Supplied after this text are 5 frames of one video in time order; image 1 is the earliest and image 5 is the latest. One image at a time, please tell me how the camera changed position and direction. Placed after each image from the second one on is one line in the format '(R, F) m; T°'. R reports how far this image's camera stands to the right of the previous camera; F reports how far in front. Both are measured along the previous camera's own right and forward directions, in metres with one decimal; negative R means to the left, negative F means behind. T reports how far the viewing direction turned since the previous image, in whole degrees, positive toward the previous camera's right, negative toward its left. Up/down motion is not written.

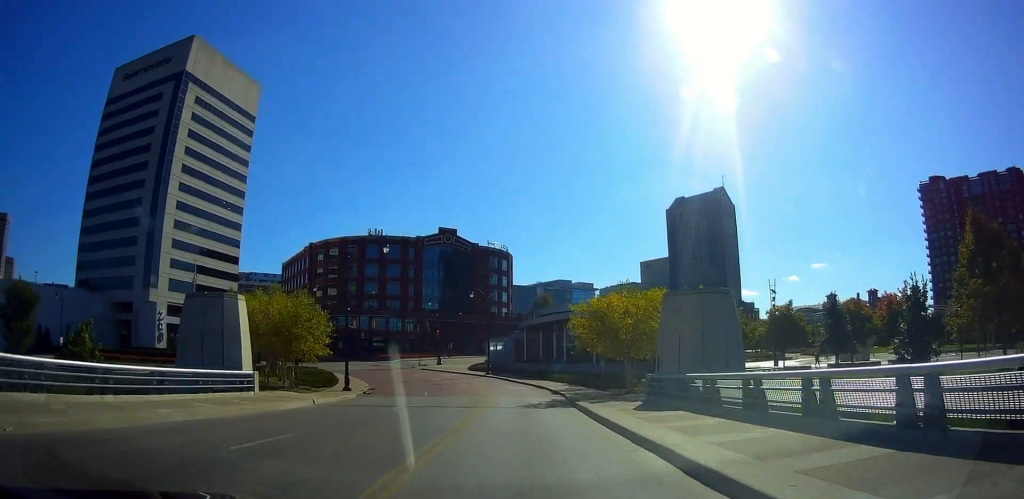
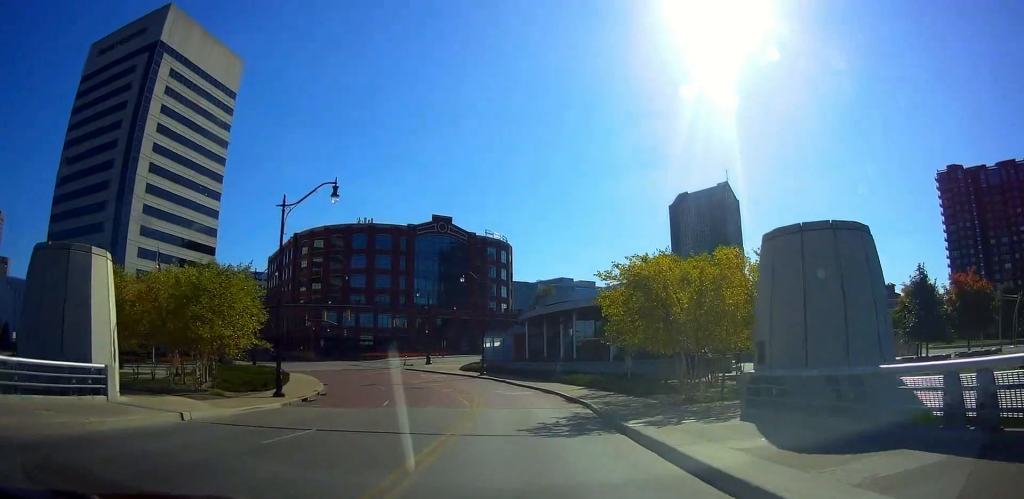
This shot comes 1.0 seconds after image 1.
(-0.4, +10.9) m; -2°
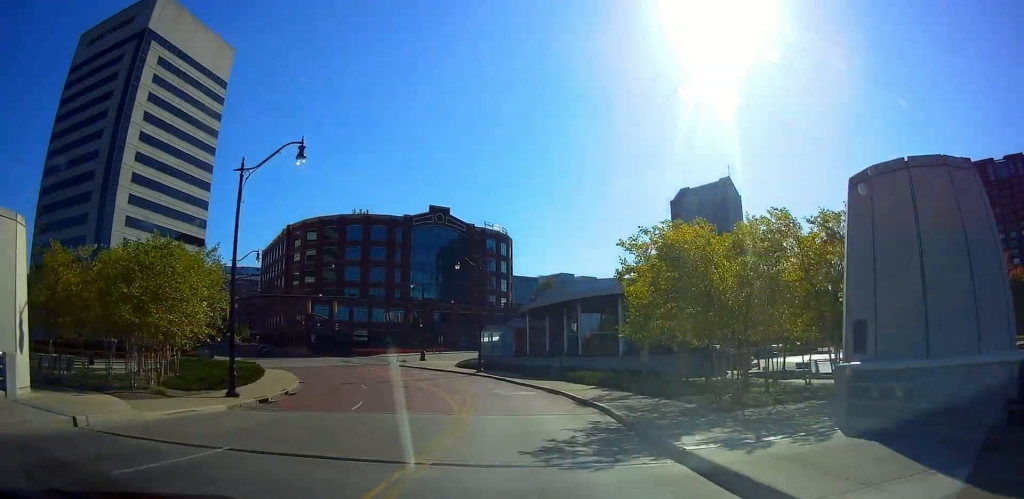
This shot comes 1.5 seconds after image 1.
(-0.2, +4.6) m; 0°
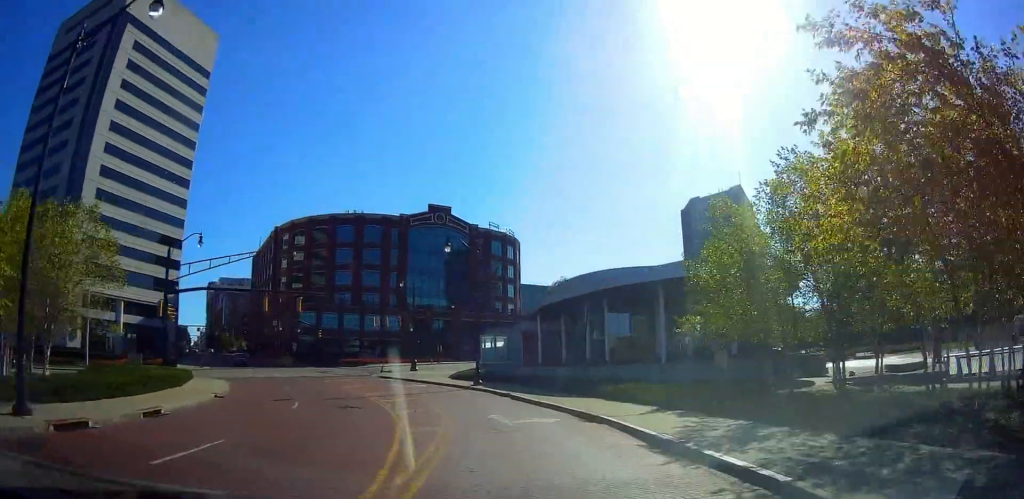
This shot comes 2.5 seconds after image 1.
(+0.4, +11.1) m; 0°
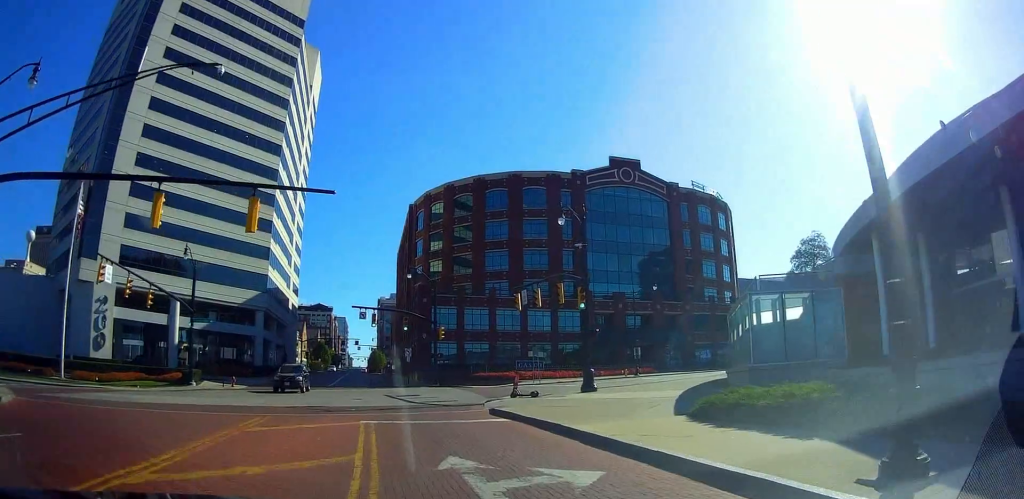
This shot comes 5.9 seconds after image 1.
(-7.1, +27.2) m; -26°
